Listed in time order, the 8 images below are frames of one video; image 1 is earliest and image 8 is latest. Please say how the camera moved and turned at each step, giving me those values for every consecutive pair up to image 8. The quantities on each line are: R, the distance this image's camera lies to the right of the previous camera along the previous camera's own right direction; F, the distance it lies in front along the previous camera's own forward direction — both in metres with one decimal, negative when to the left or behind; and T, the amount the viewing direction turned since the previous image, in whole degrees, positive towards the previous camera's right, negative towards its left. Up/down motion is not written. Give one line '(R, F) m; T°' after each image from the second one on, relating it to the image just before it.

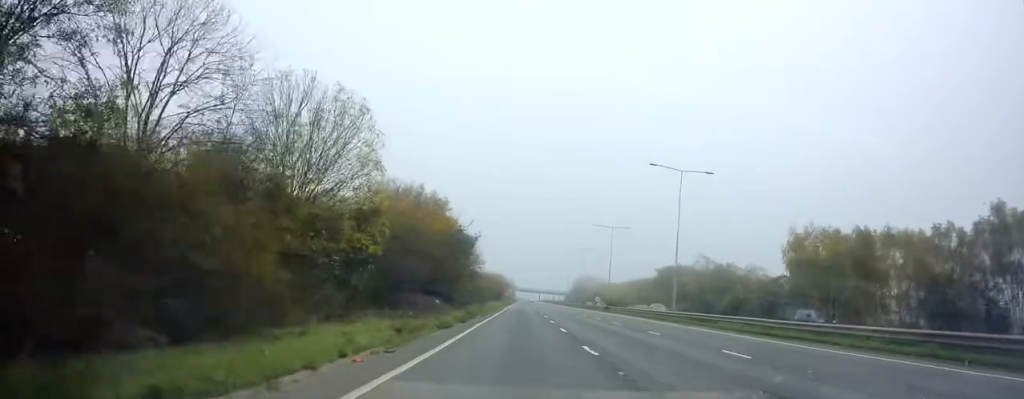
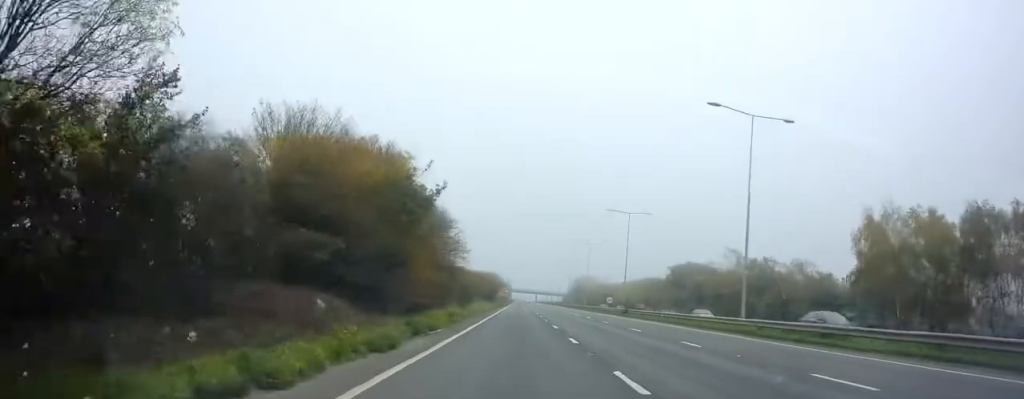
(+0.1, +14.8) m; 0°
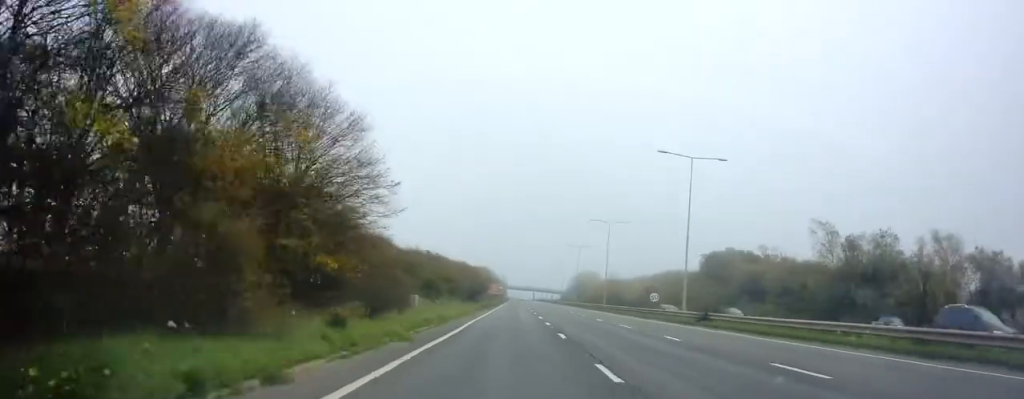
(-0.1, +25.8) m; -2°
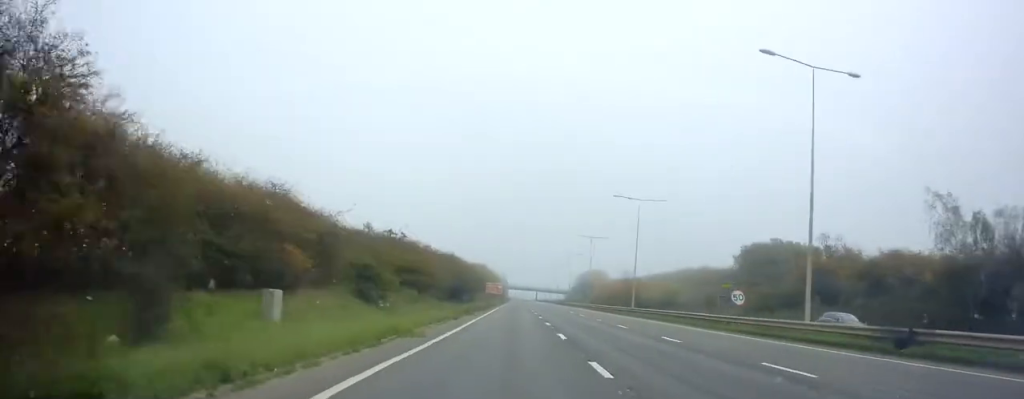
(-0.5, +18.1) m; 0°
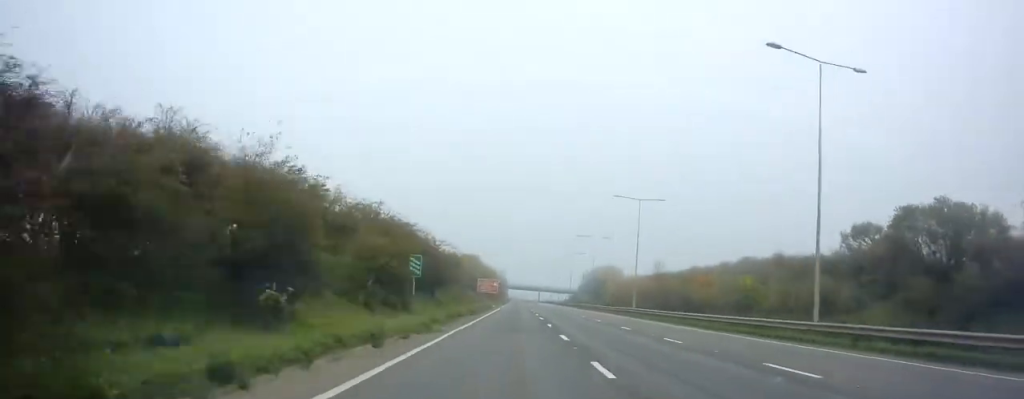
(+0.9, +36.7) m; +2°
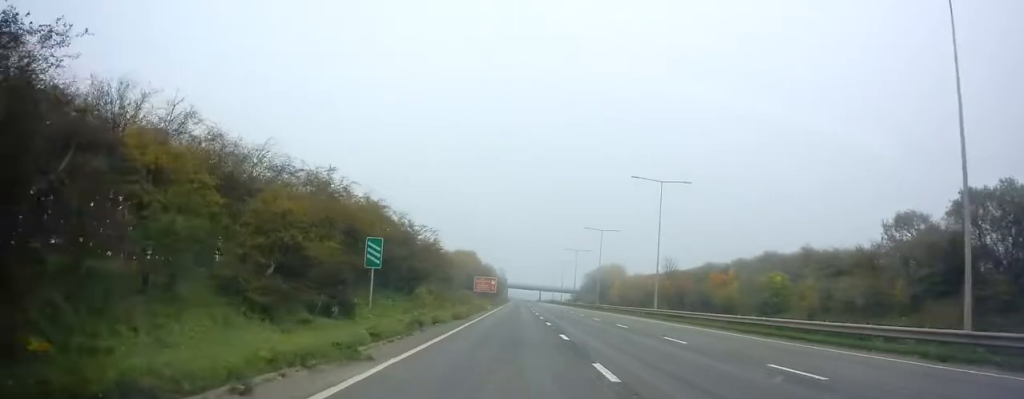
(0.0, +9.0) m; 0°
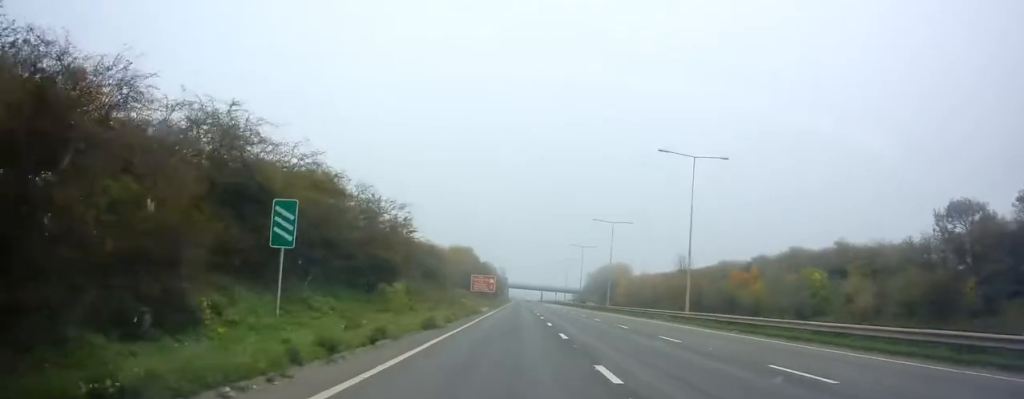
(0.0, +9.0) m; 0°
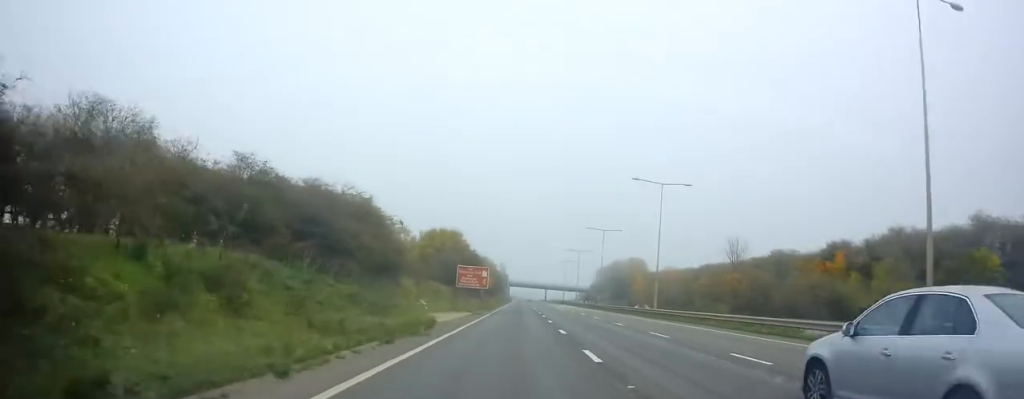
(0.0, +25.3) m; -1°
